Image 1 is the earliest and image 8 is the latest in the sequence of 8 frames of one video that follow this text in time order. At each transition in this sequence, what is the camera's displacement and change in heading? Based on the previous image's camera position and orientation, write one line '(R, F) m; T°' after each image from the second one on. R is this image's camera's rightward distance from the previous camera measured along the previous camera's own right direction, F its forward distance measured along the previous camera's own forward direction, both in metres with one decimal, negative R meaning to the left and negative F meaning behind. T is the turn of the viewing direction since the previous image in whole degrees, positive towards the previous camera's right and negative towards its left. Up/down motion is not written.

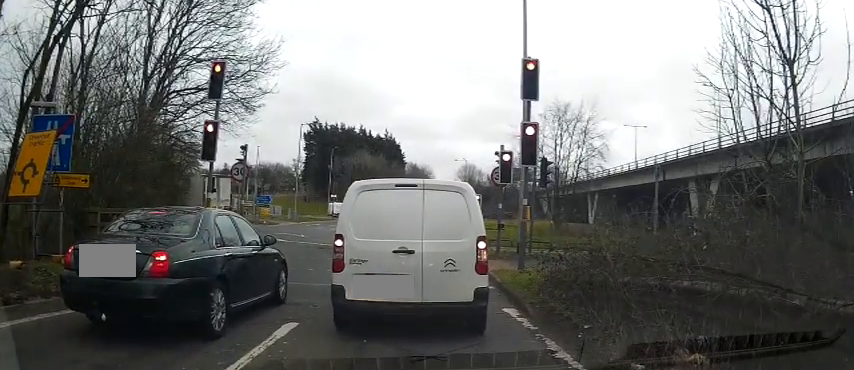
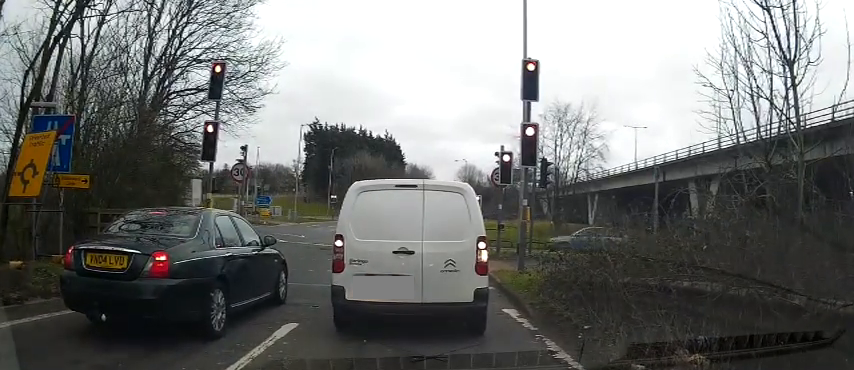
(0.0, 0.0) m; 0°
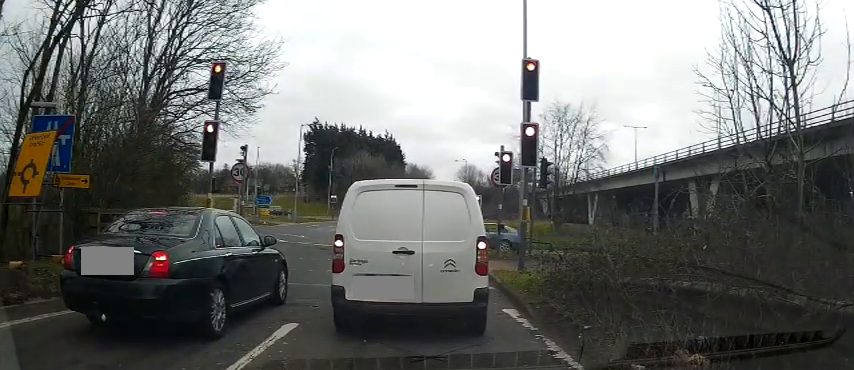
(0.0, 0.0) m; 0°
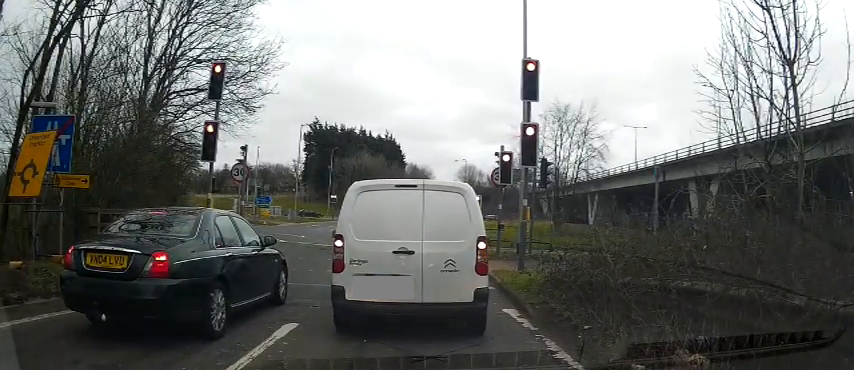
(0.0, 0.0) m; 0°
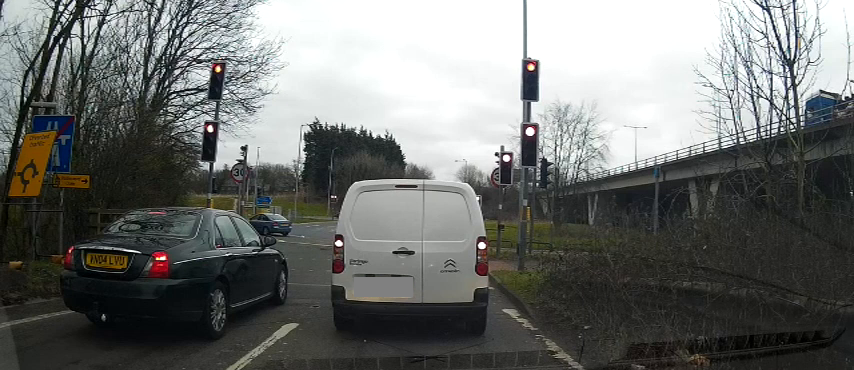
(0.0, 0.0) m; 0°
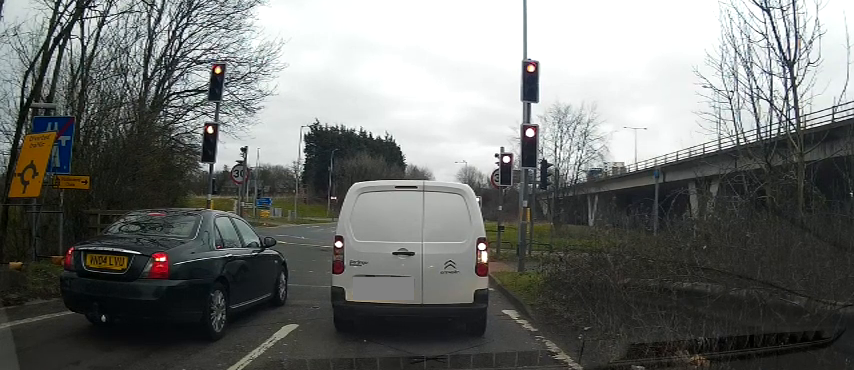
(0.0, 0.0) m; 0°
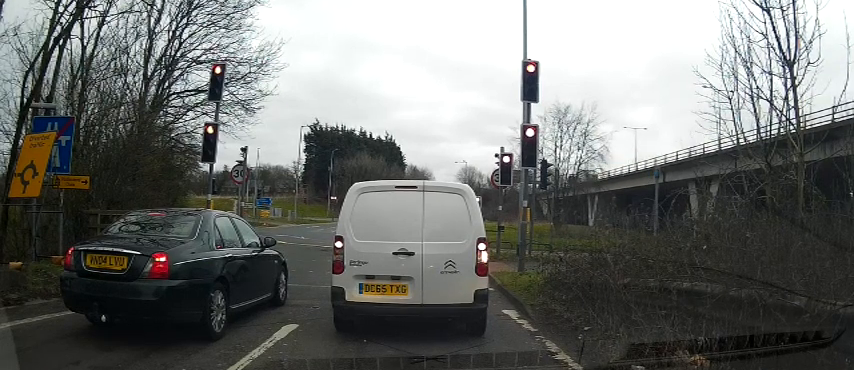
(0.0, 0.0) m; 0°
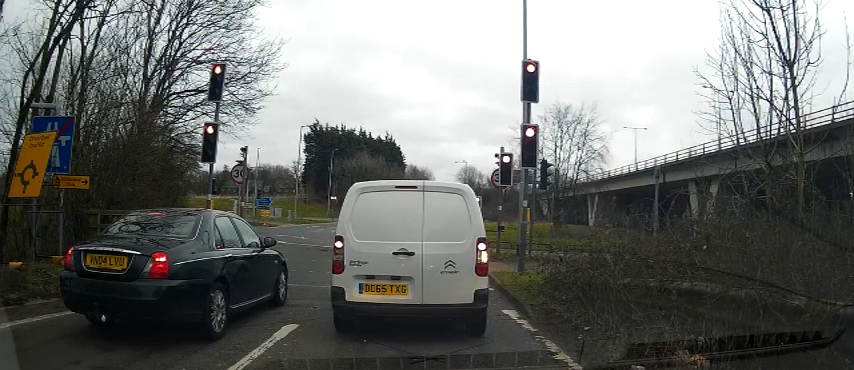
(0.0, 0.0) m; 0°
